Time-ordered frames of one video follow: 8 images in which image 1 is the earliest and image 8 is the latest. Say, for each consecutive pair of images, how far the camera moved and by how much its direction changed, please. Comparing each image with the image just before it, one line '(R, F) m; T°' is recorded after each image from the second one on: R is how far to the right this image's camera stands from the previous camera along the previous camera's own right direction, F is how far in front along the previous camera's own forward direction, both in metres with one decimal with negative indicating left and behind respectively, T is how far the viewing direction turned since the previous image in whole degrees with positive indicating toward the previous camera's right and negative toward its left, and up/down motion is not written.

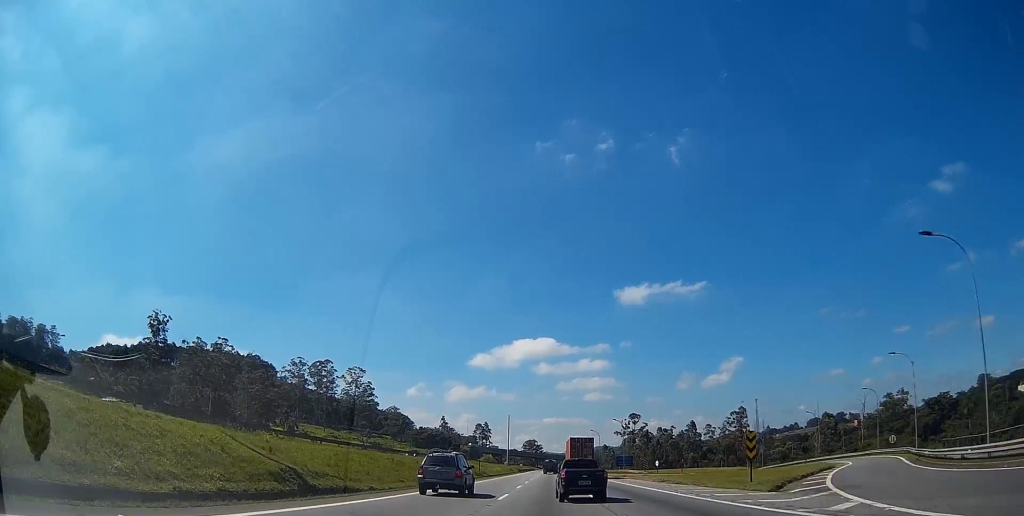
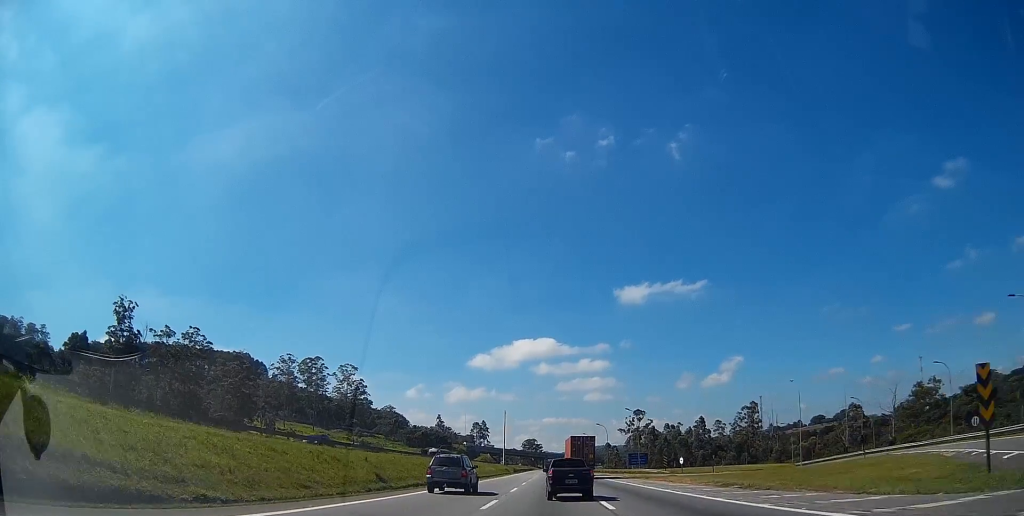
(+0.1, +18.5) m; 0°
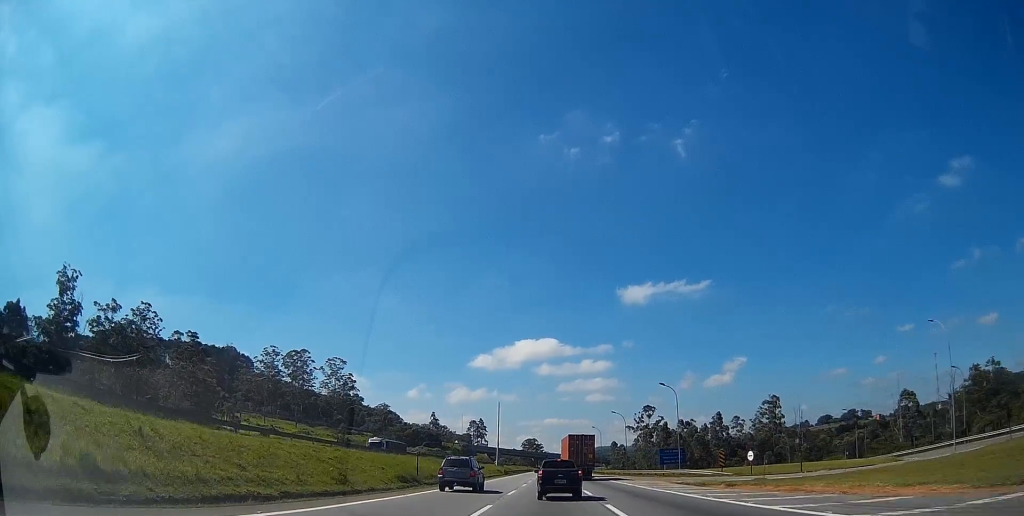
(0.0, +28.1) m; 0°
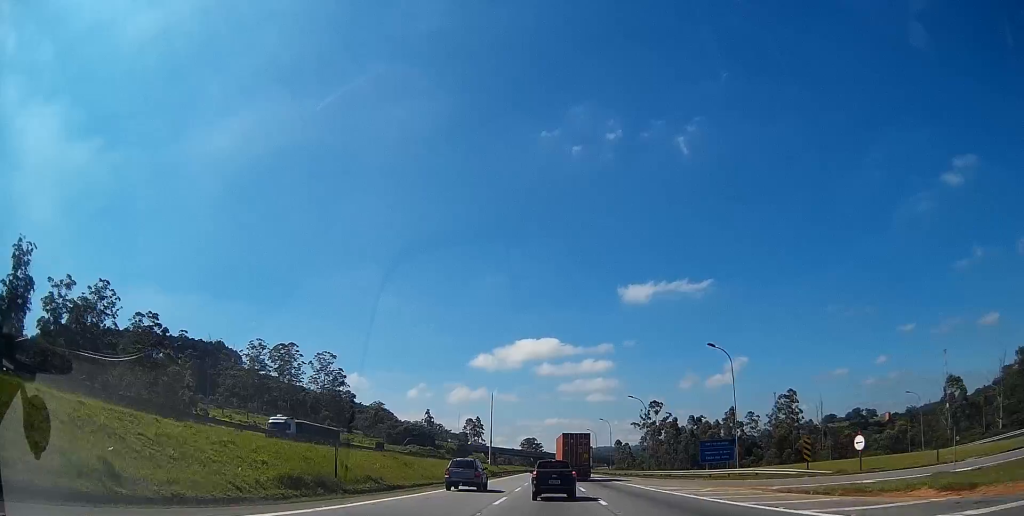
(0.0, +20.1) m; 0°
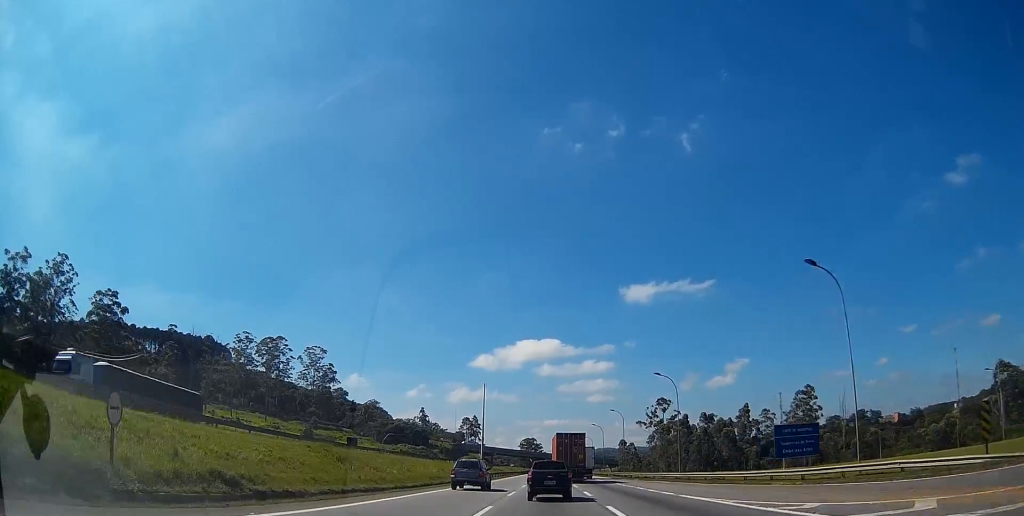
(0.0, +18.3) m; 0°
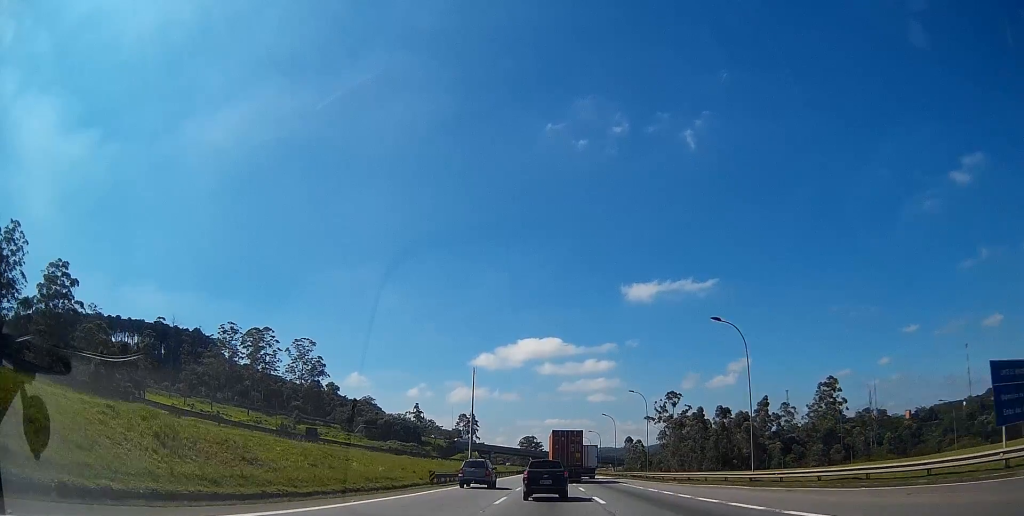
(0.0, +20.0) m; 0°
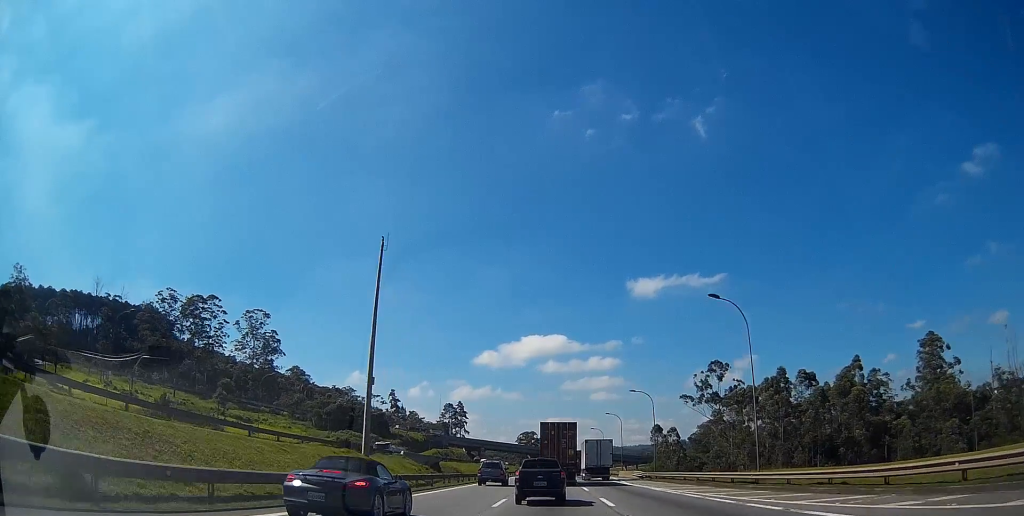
(-0.7, +65.2) m; -1°
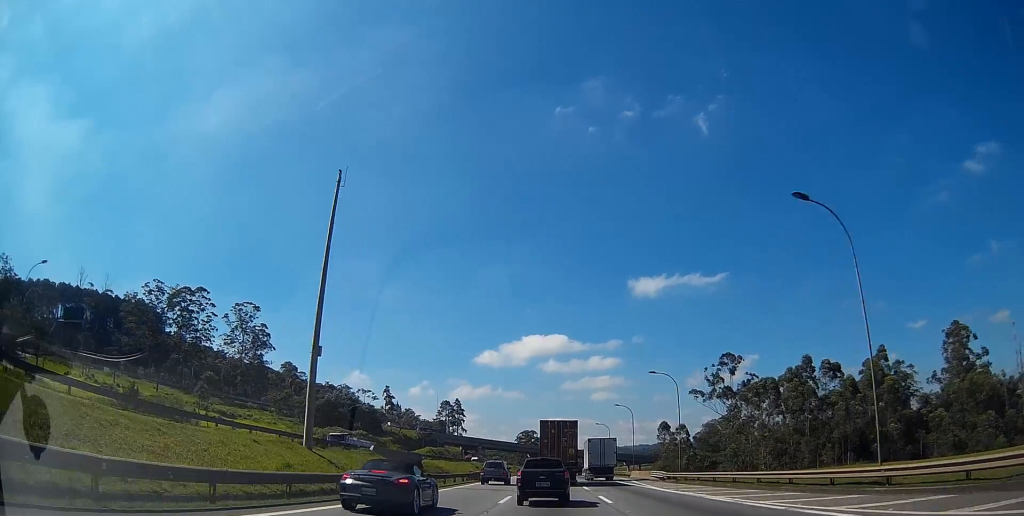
(+0.1, +12.0) m; 0°
